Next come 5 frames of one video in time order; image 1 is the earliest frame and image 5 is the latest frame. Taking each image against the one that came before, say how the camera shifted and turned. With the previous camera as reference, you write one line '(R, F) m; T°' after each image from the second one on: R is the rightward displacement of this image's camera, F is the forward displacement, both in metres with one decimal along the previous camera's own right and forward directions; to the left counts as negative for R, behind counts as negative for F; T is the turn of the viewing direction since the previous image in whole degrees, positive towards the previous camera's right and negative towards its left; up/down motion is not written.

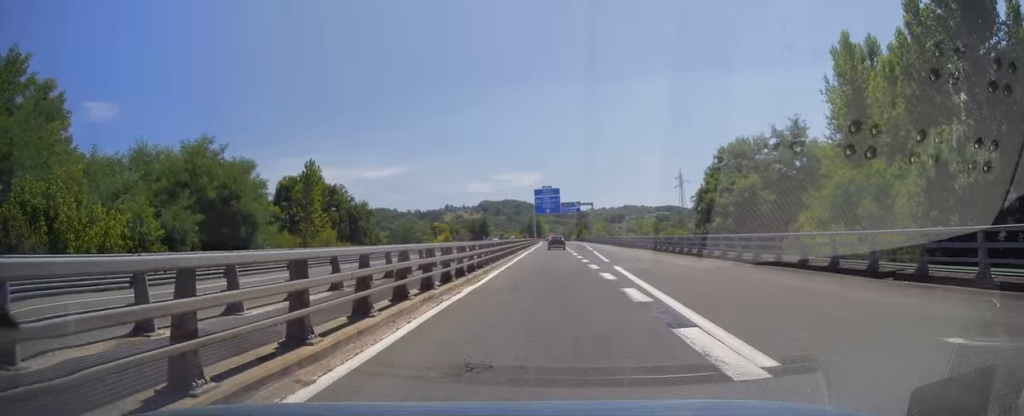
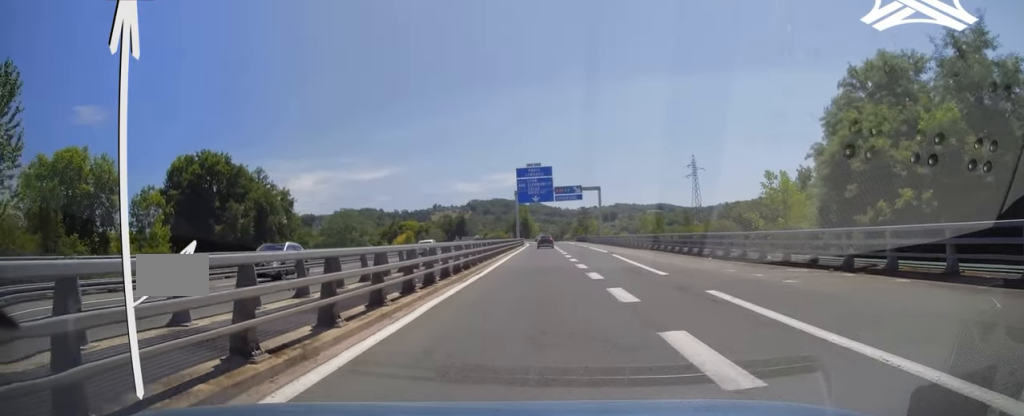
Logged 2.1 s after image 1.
(+0.8, +38.1) m; +2°
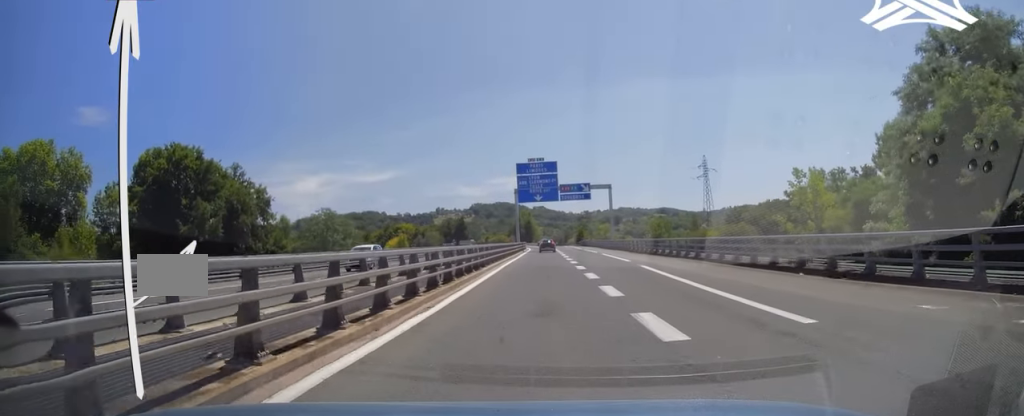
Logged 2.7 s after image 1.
(+0.1, +10.2) m; 0°
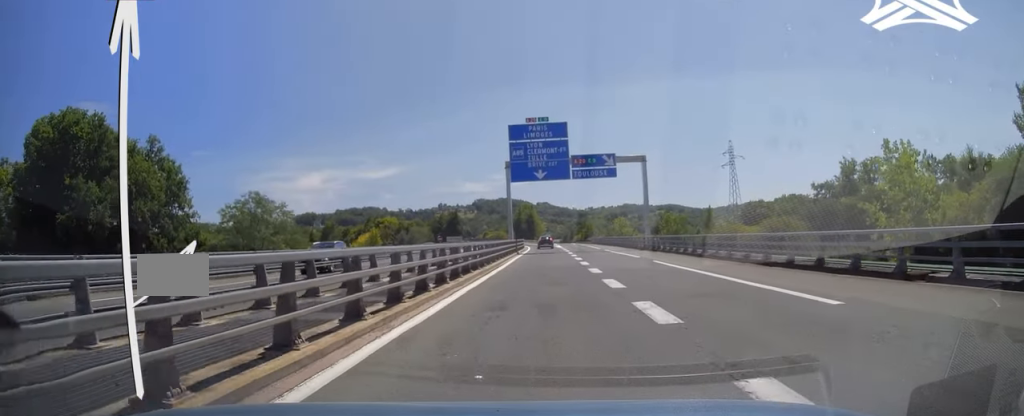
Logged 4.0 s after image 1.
(0.0, +24.0) m; -1°
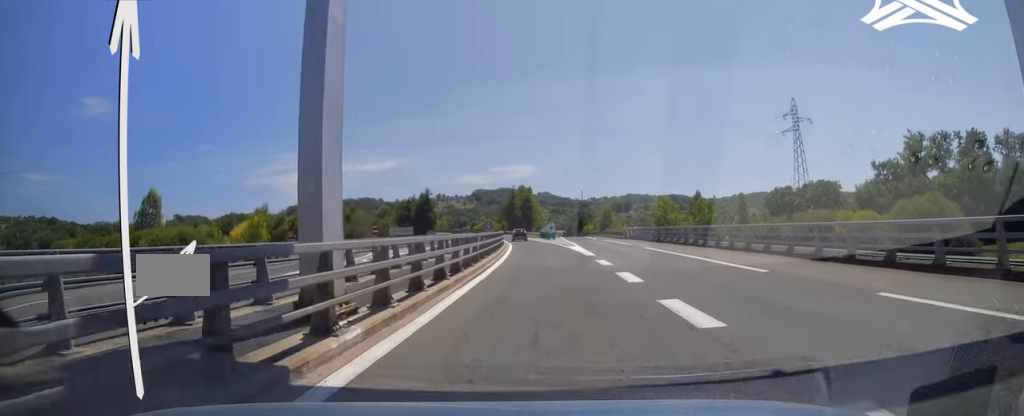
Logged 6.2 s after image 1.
(-0.4, +45.2) m; 0°
